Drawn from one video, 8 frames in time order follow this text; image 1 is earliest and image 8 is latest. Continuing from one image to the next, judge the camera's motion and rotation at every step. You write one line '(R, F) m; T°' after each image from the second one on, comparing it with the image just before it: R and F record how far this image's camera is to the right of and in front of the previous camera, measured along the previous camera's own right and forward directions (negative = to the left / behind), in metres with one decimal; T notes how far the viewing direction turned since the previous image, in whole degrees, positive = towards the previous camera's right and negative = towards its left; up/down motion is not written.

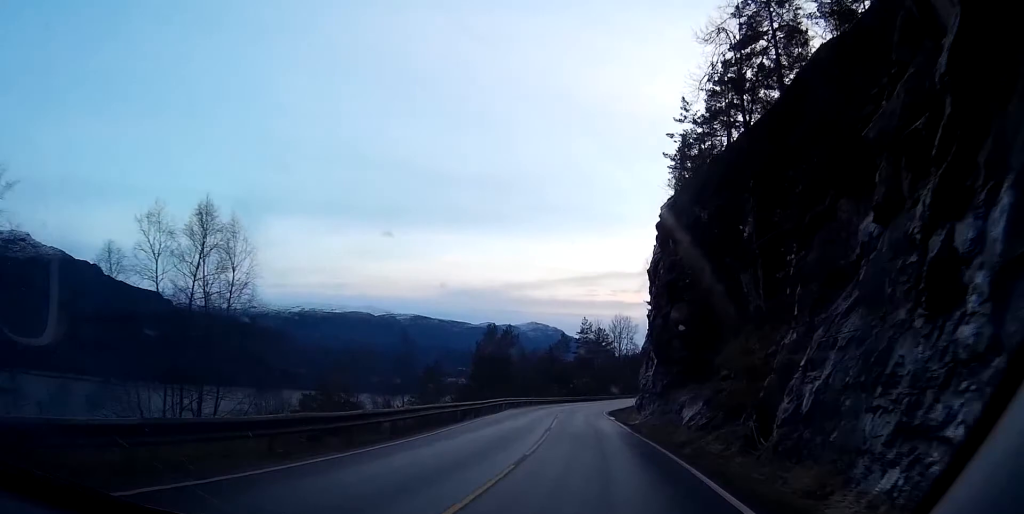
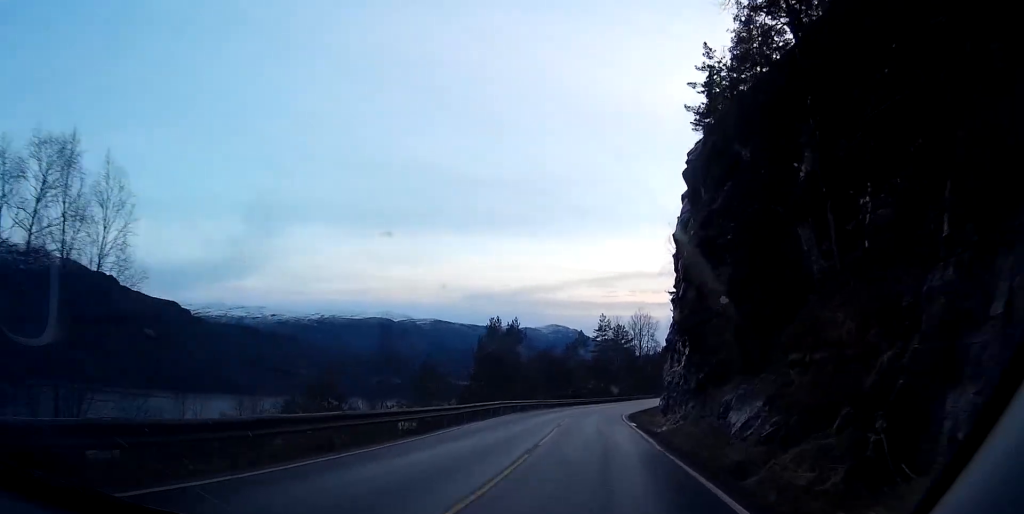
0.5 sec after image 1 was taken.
(+0.1, +9.0) m; -1°
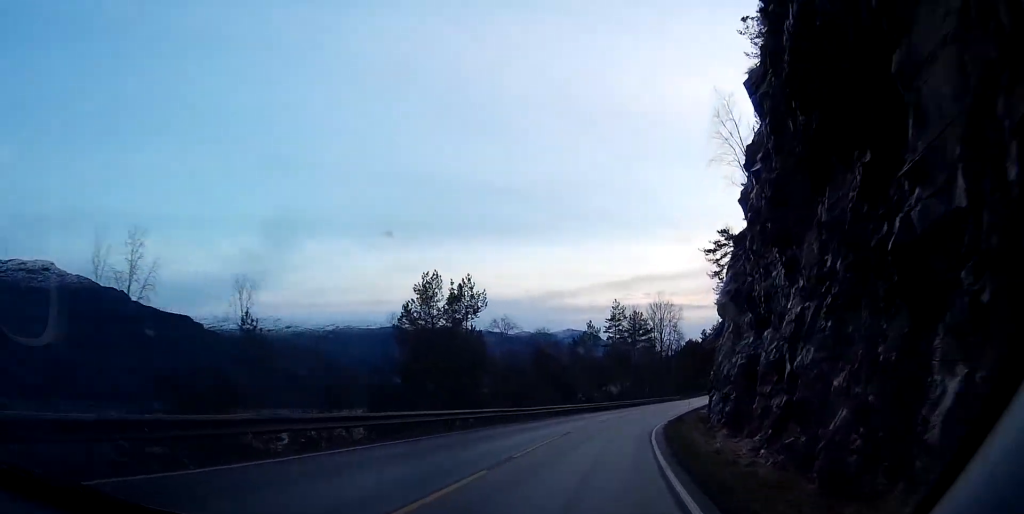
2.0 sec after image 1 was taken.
(-1.9, +26.7) m; -7°
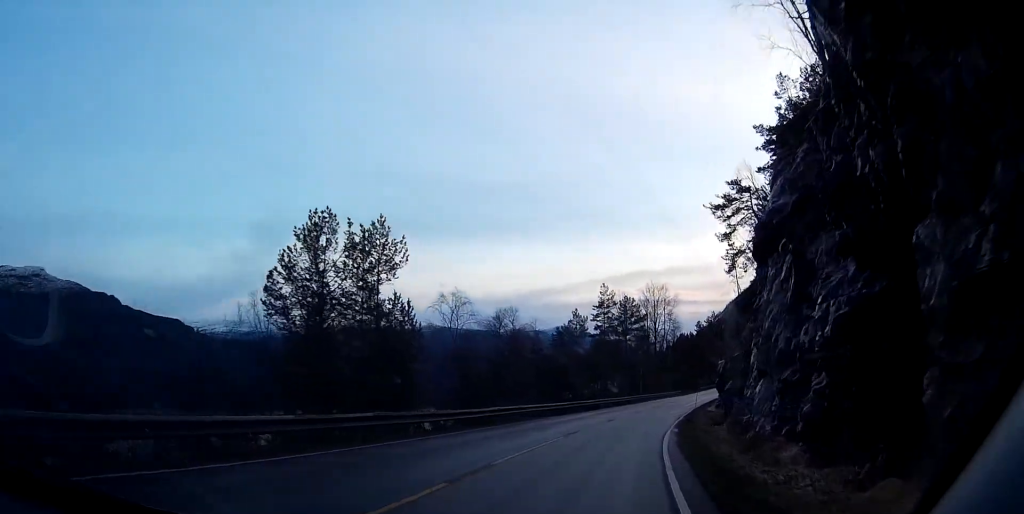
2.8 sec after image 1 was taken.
(-0.4, +13.9) m; -1°
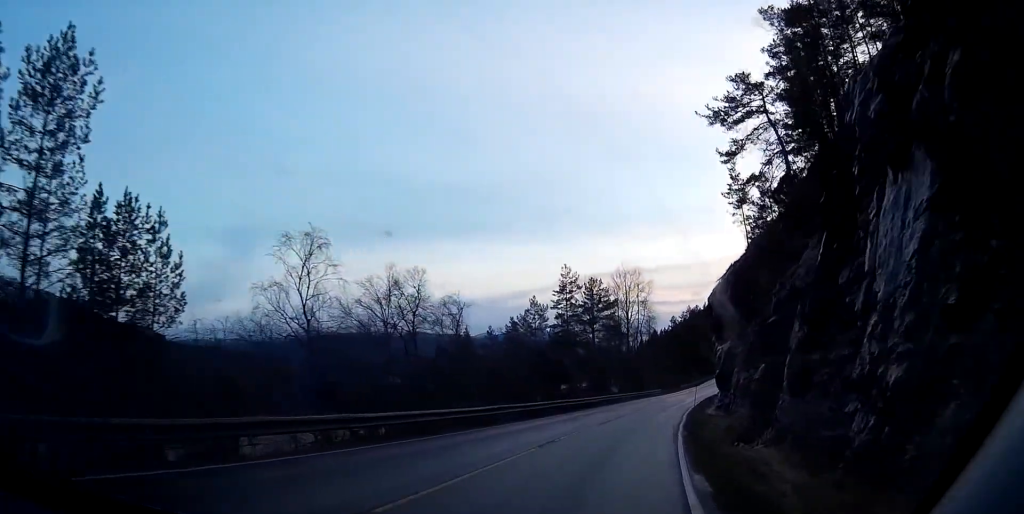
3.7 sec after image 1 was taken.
(0.0, +17.9) m; +1°
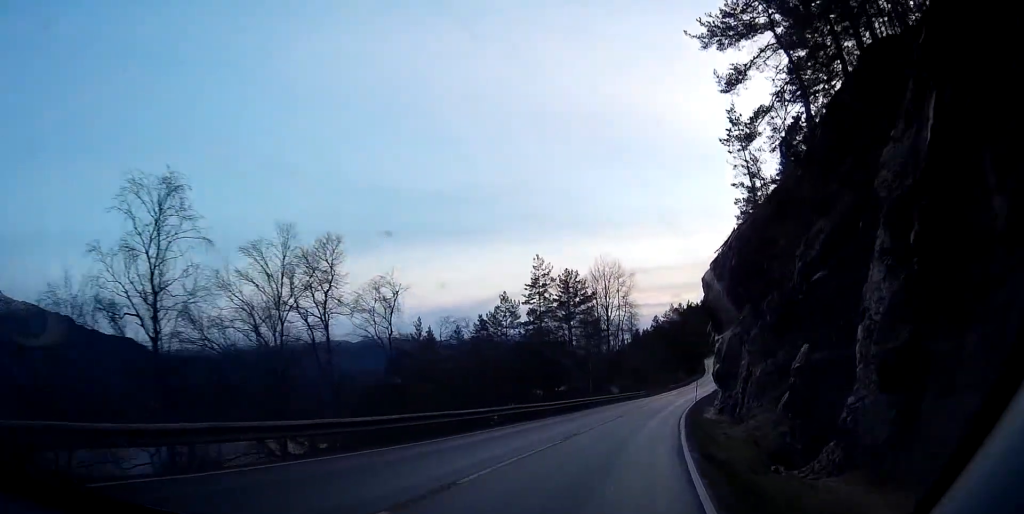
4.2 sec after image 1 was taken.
(0.0, +8.8) m; +1°
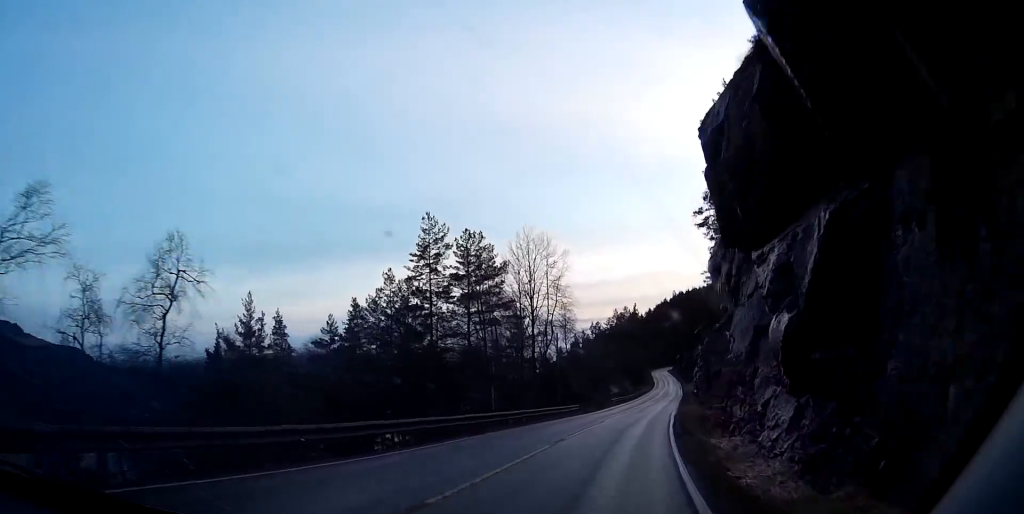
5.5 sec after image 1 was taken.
(+0.7, +25.7) m; +4°
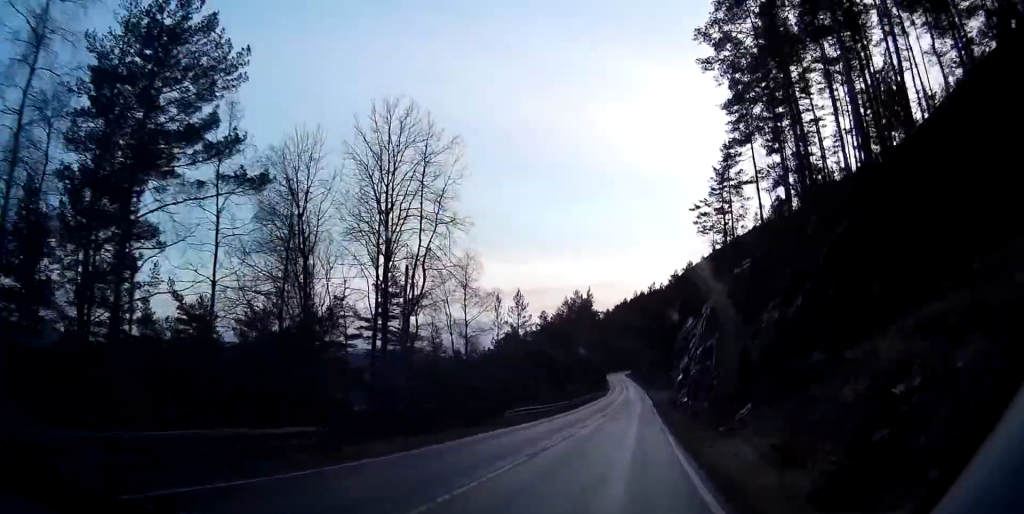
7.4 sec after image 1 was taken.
(+2.4, +37.6) m; +5°
